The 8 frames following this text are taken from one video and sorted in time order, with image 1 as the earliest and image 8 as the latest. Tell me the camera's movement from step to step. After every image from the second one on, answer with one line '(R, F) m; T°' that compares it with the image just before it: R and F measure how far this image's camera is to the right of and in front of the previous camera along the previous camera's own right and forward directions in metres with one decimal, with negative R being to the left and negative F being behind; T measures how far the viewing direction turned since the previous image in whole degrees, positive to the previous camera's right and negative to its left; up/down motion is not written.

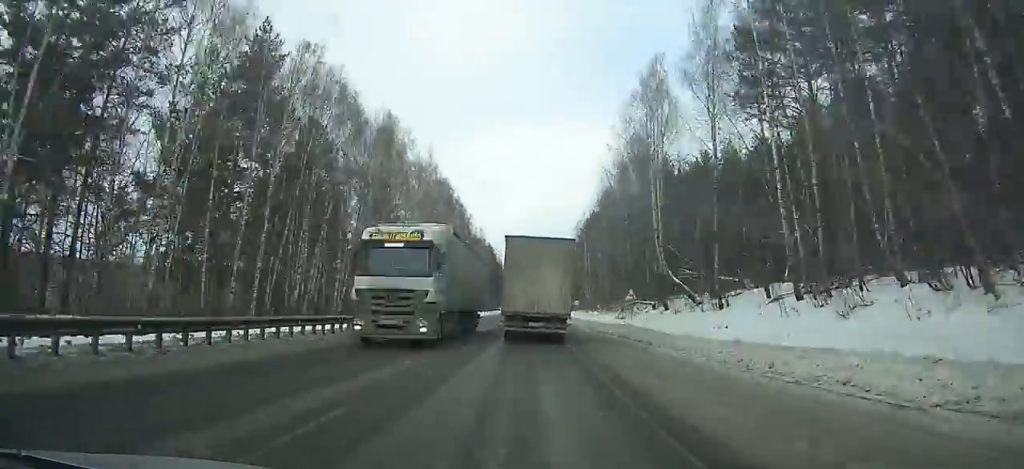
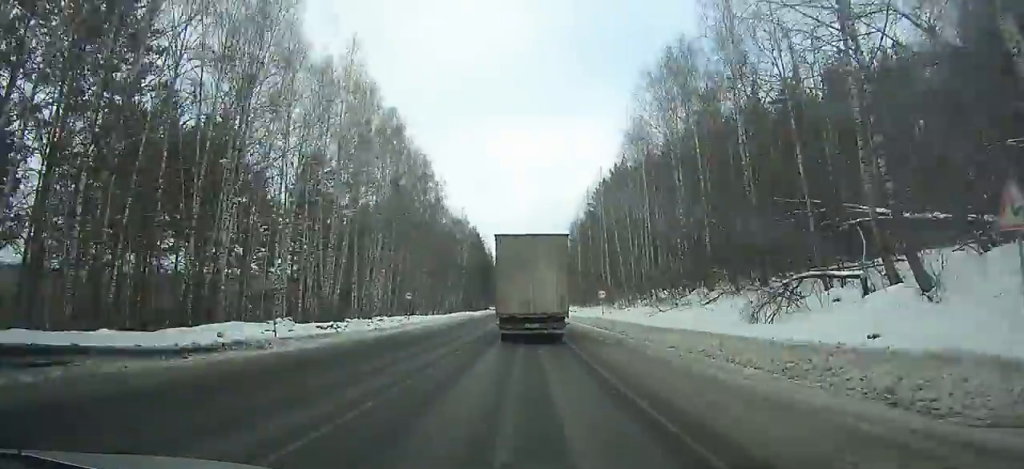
(-0.2, +30.0) m; 0°
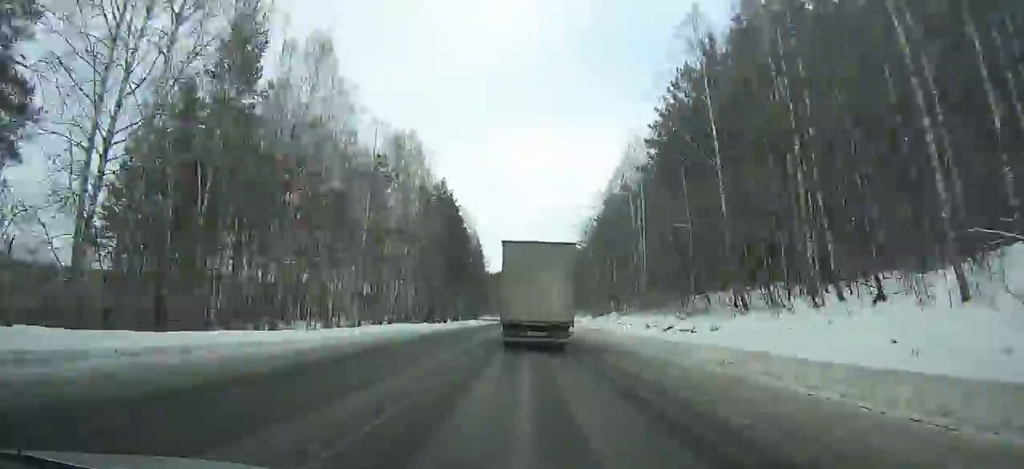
(+0.1, +59.0) m; 0°
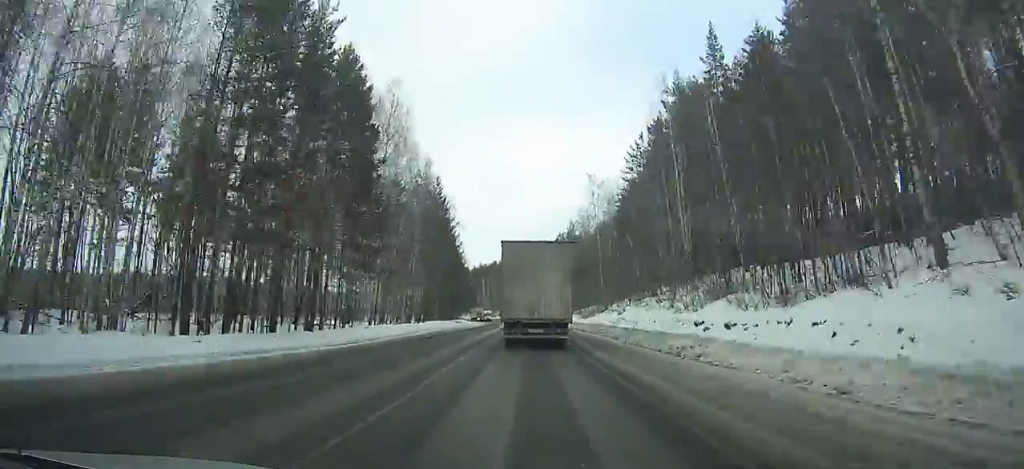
(+0.1, +58.1) m; 0°
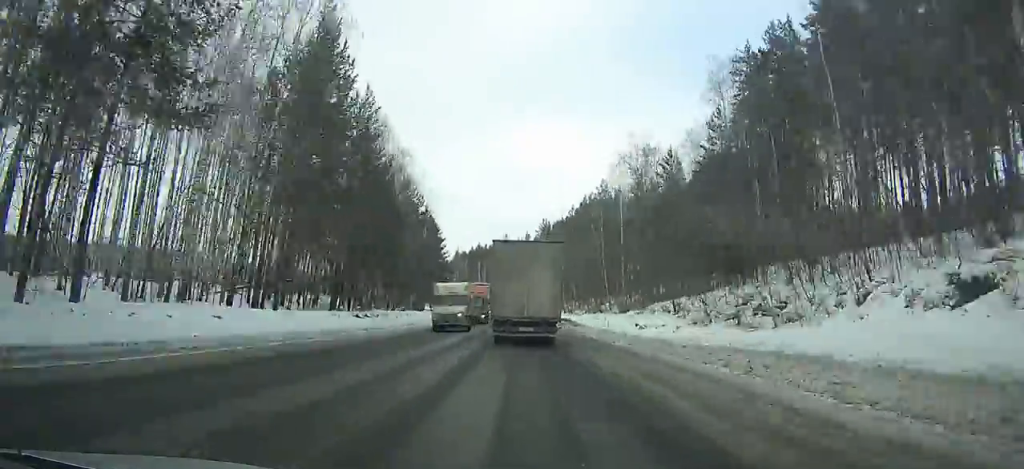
(-0.3, +61.4) m; -2°
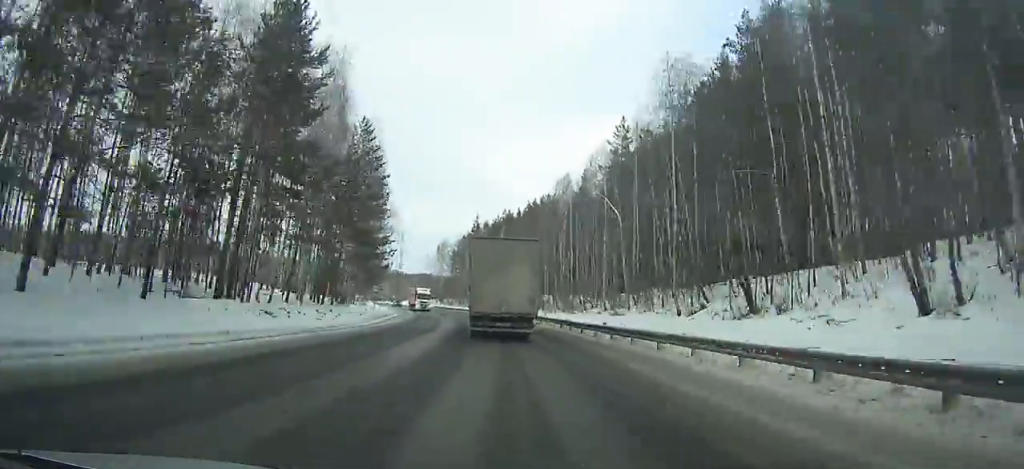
(-2.8, +79.0) m; -5°
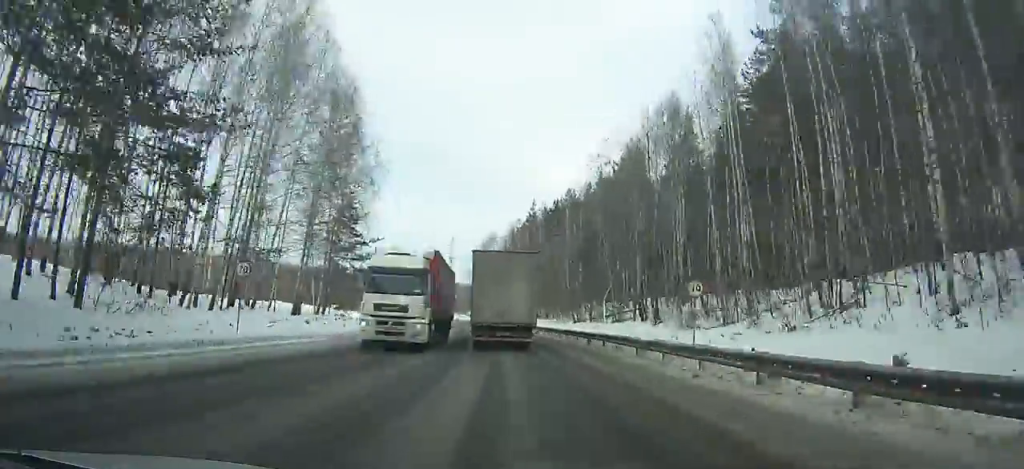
(-0.7, +37.5) m; -5°
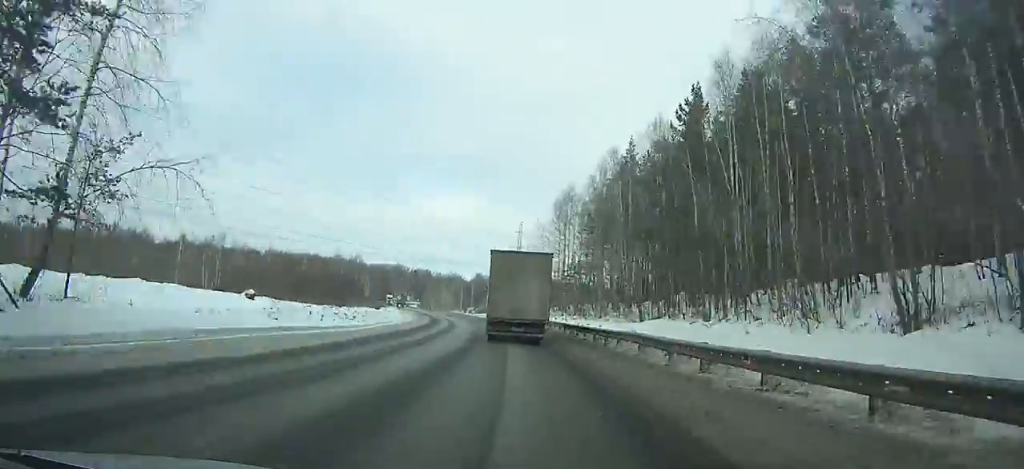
(-2.5, +44.6) m; -7°
